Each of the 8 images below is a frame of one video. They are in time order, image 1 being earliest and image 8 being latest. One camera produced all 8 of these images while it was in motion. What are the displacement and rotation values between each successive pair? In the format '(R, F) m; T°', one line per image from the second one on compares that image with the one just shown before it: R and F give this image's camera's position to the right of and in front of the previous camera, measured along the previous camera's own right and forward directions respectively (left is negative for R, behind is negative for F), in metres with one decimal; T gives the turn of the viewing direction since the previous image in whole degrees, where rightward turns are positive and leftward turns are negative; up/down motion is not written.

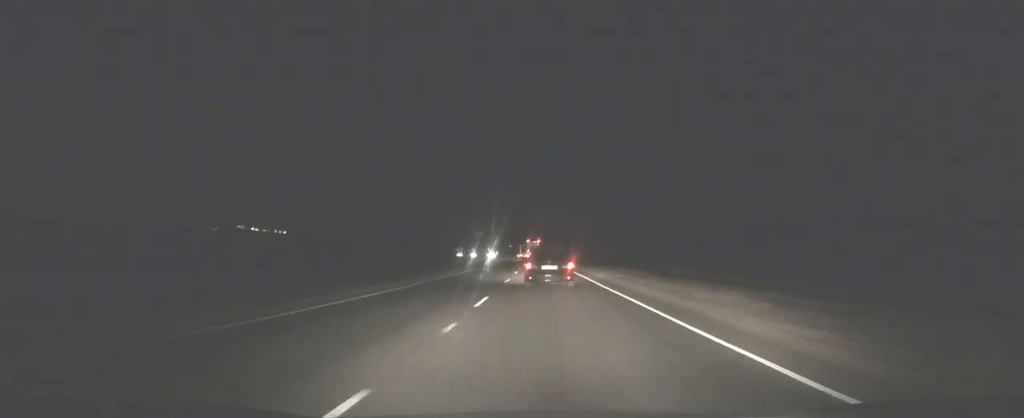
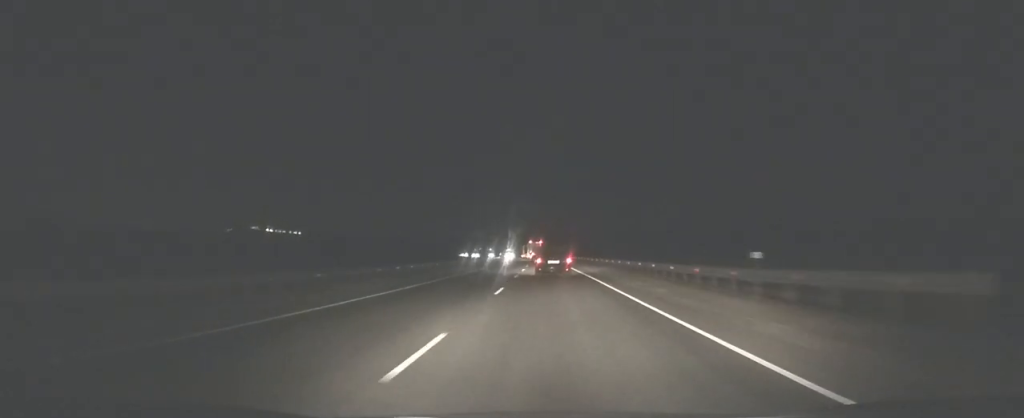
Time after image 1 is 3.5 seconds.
(-1.0, +71.0) m; -2°
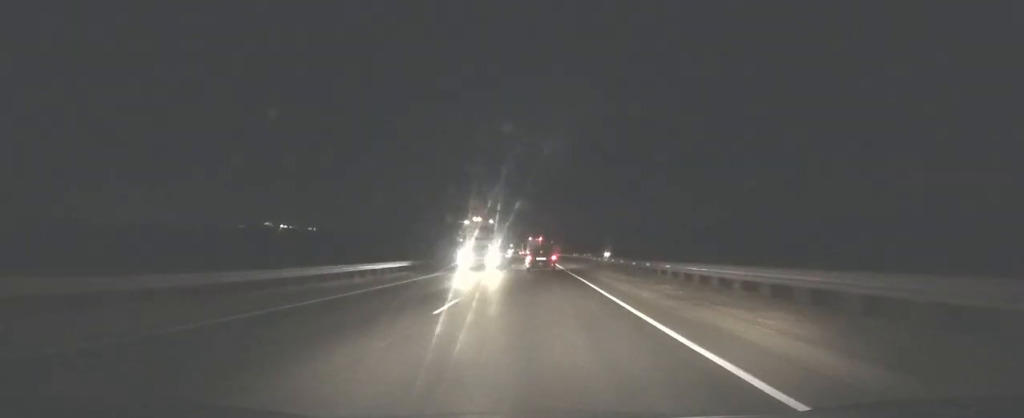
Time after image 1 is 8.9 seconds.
(-2.5, +115.6) m; -2°
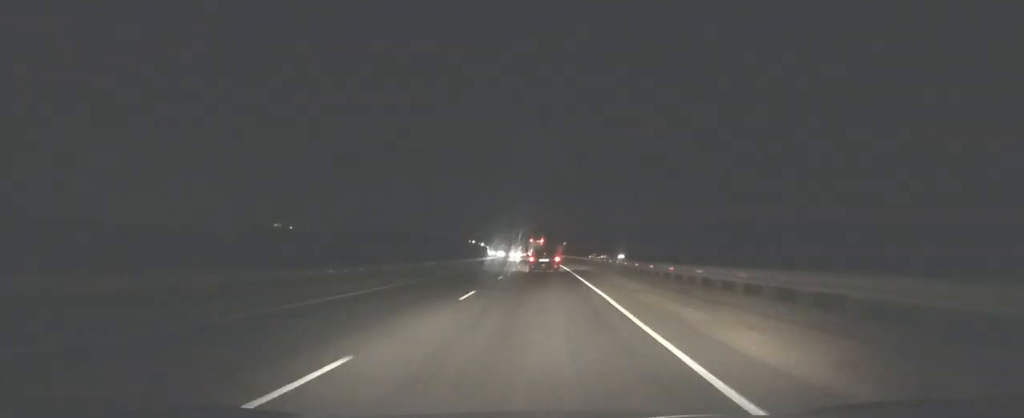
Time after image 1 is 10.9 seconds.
(-0.2, +43.6) m; -1°
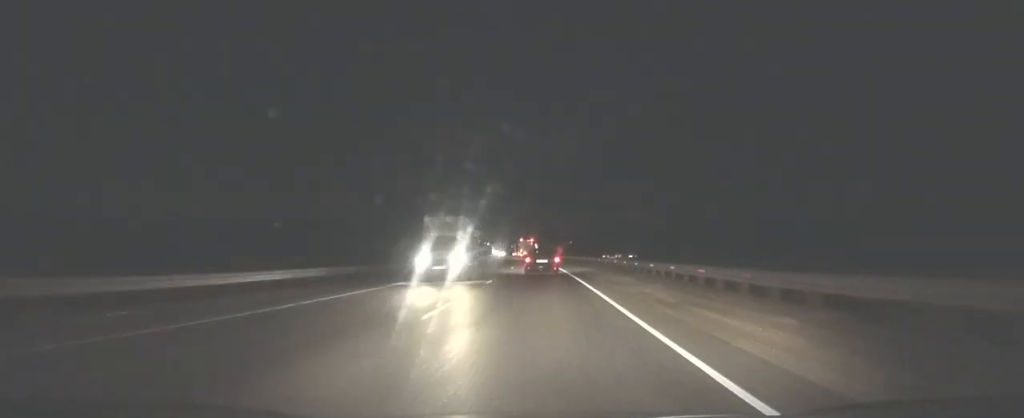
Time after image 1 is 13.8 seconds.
(-0.3, +63.2) m; -1°
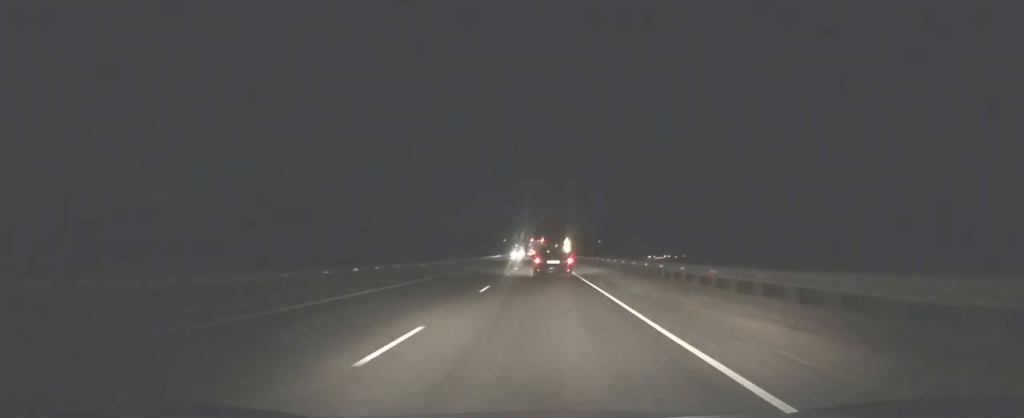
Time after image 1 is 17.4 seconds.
(-1.5, +76.5) m; -2°
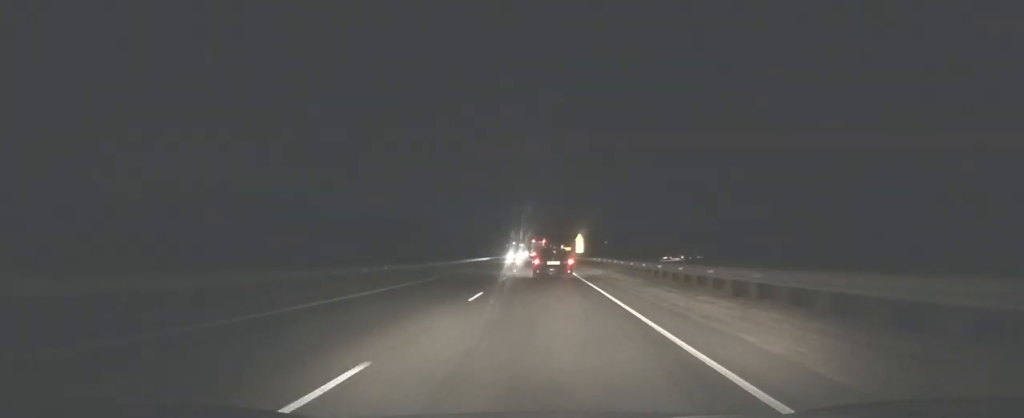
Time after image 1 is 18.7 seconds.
(-0.2, +27.1) m; -1°
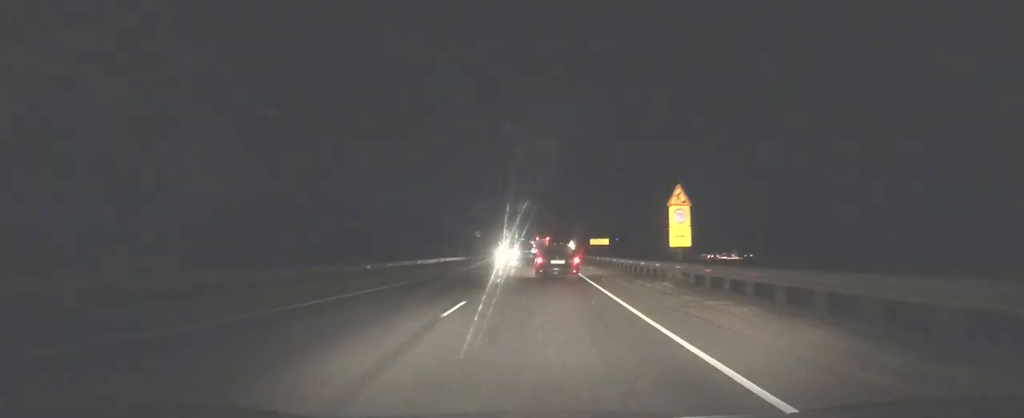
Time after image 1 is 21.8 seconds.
(-0.8, +63.1) m; -1°
